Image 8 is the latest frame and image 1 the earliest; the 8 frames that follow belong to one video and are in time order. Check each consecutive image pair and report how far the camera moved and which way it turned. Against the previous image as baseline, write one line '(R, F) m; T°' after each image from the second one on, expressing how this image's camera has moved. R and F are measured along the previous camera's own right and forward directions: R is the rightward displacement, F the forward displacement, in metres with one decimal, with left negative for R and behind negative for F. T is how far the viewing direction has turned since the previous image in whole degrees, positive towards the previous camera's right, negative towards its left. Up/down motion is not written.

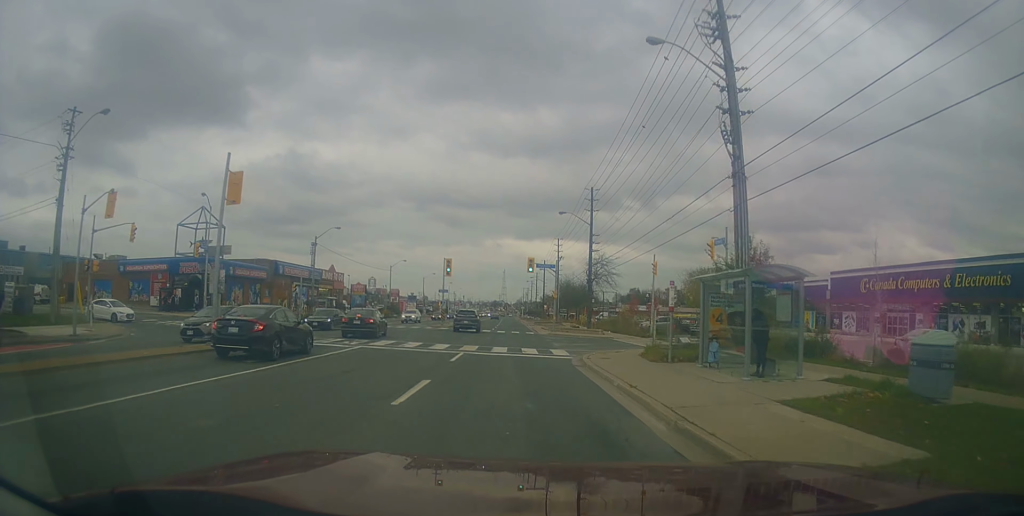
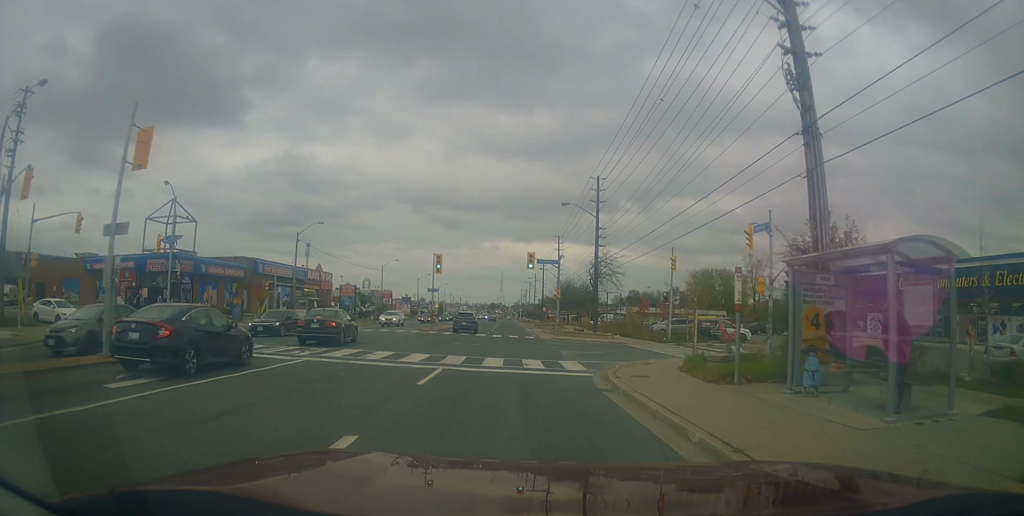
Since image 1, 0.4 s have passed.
(0.0, +5.6) m; 0°
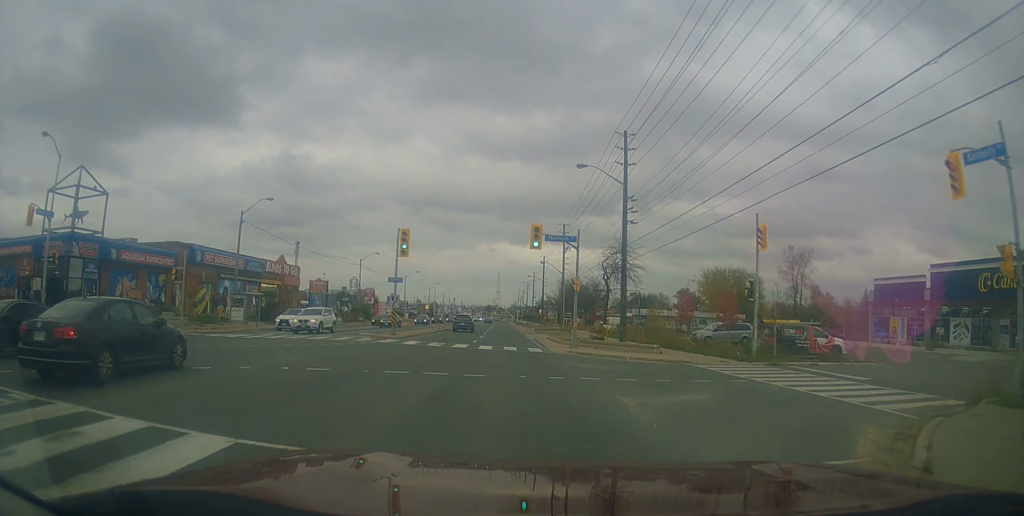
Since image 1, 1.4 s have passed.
(0.0, +14.0) m; +1°
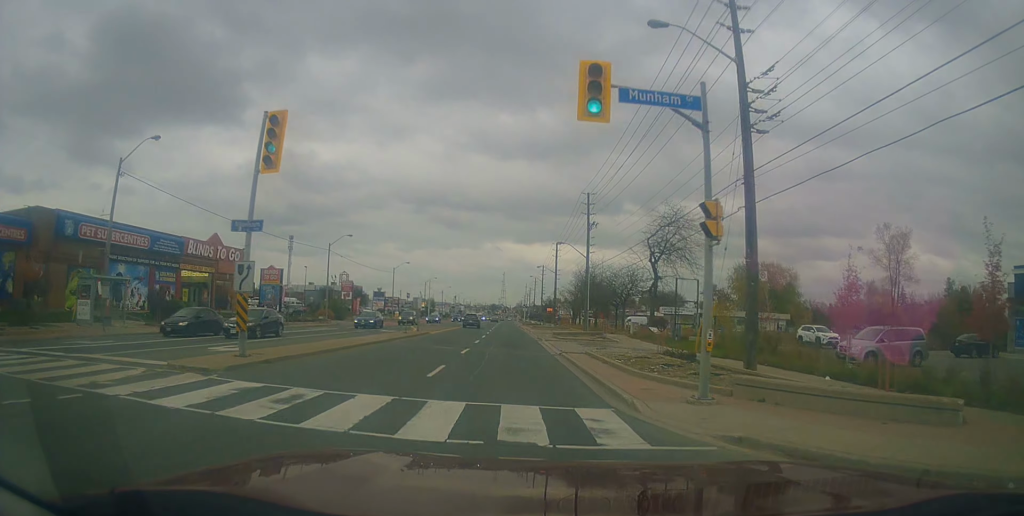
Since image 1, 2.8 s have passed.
(+0.4, +19.6) m; +1°
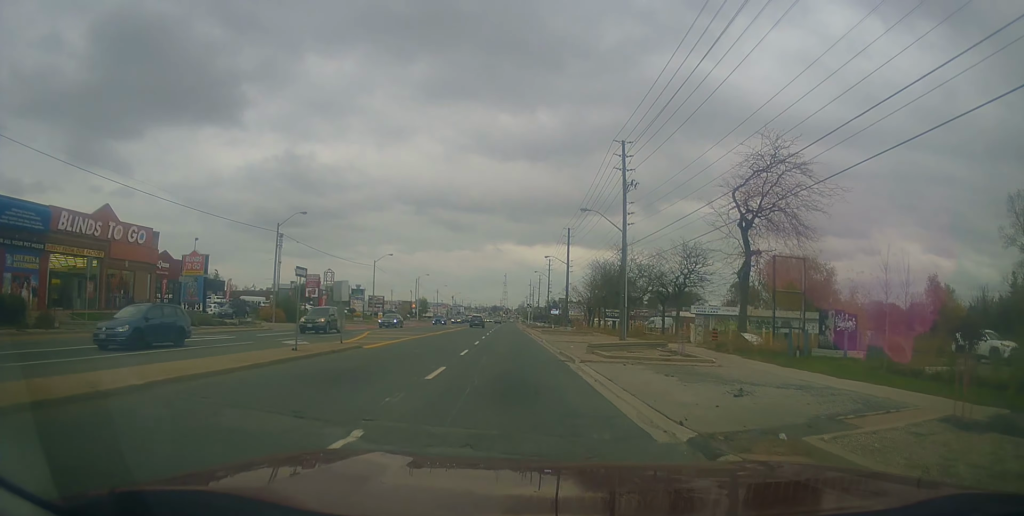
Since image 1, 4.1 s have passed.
(-0.4, +18.6) m; -1°
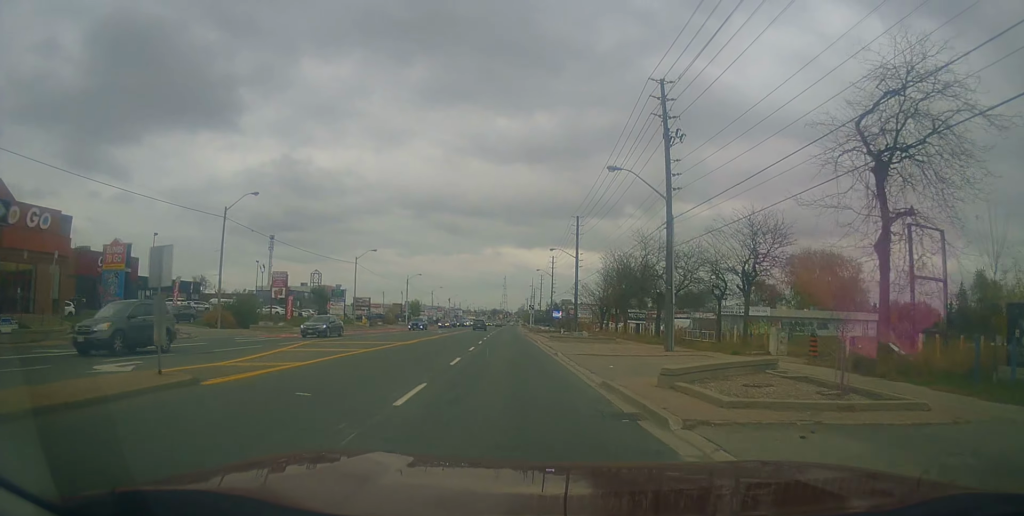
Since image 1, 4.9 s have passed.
(0.0, +12.0) m; +1°
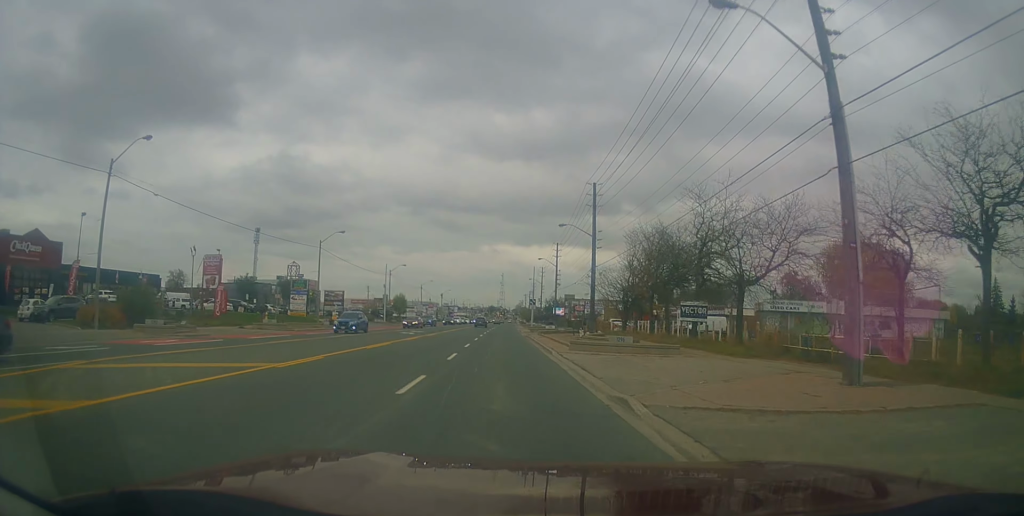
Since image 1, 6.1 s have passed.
(+0.1, +16.3) m; -2°
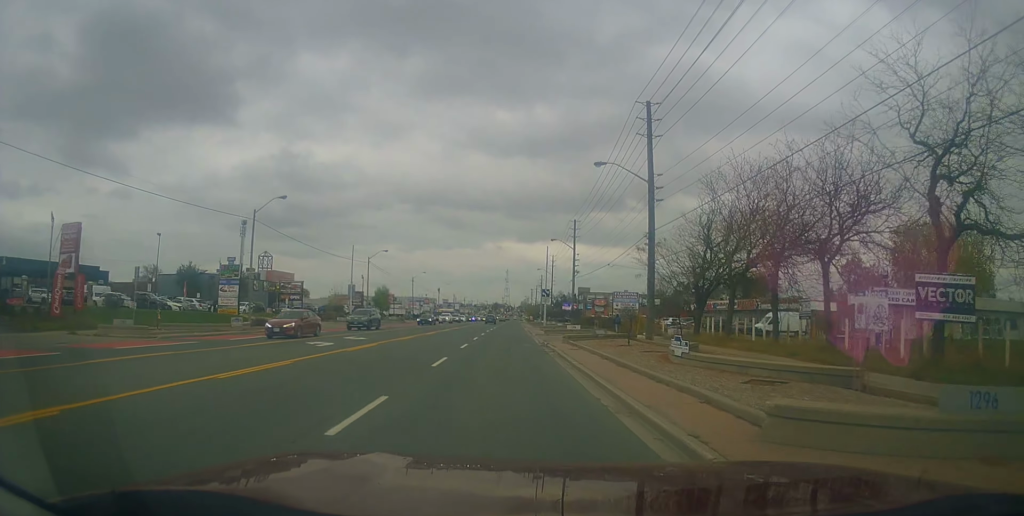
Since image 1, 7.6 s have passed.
(-0.5, +20.9) m; -1°
